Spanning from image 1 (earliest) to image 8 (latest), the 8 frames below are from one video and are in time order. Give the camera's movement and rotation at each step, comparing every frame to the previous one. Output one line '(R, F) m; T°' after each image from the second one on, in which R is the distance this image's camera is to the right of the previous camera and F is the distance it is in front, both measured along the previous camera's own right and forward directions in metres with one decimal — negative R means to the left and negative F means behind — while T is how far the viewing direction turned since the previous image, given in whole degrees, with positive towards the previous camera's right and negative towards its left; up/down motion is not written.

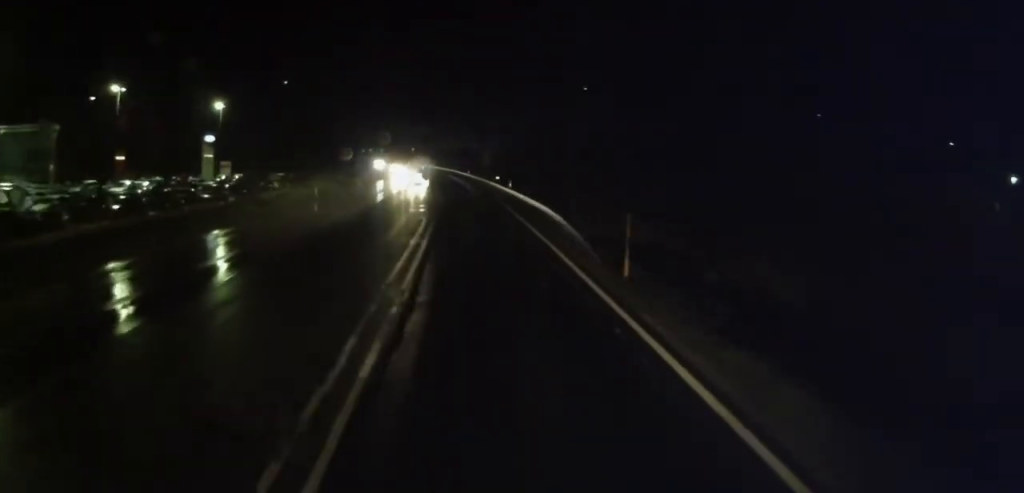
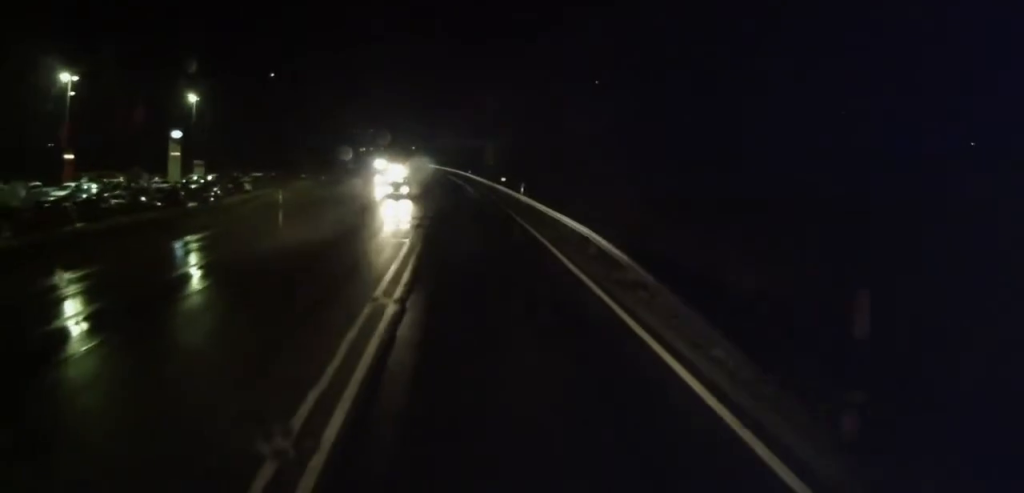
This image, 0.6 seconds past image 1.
(-0.1, +9.0) m; -1°
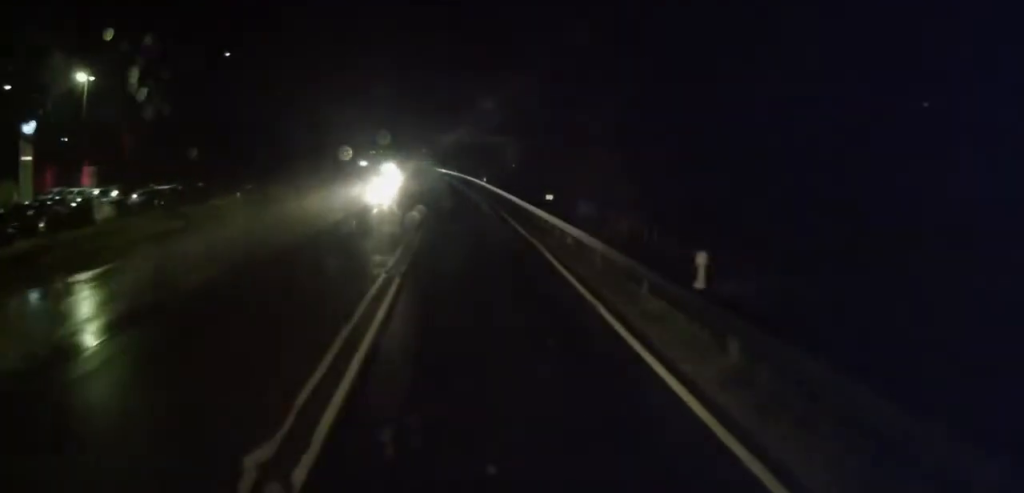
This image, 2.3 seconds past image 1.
(0.0, +25.6) m; +1°
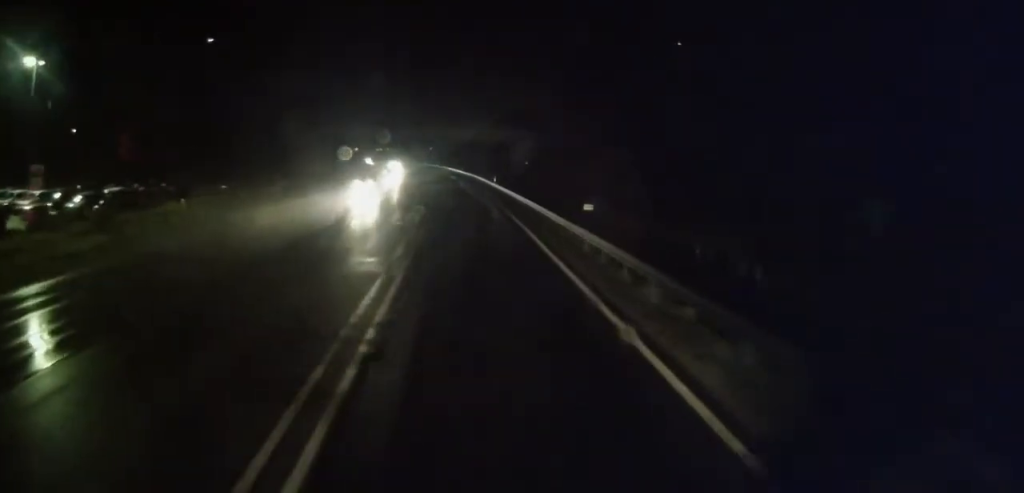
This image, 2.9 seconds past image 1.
(+0.3, +8.3) m; 0°
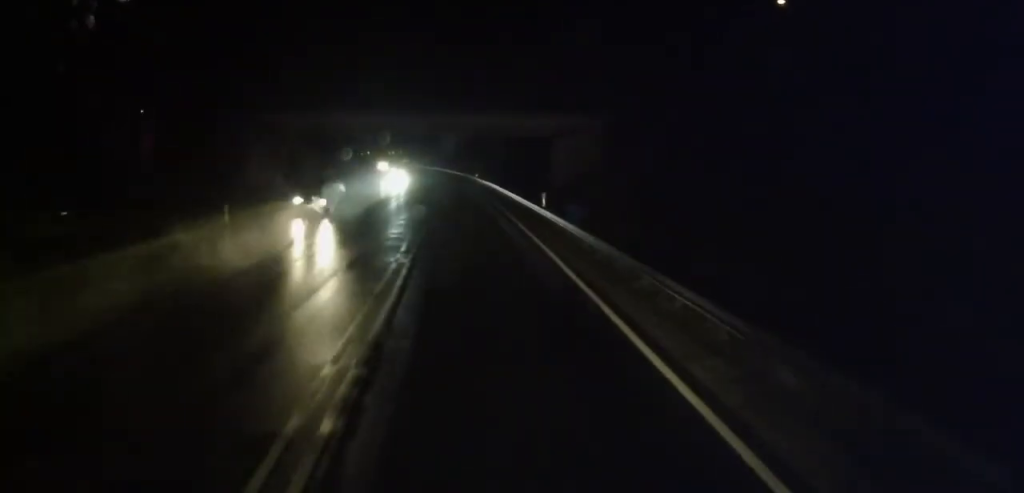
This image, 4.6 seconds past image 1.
(-0.6, +24.5) m; -4°
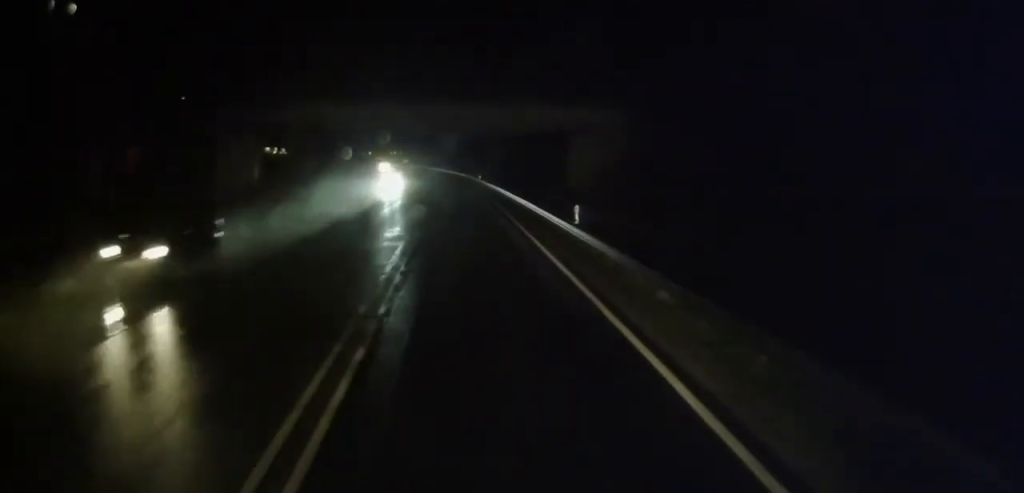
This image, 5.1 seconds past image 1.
(-0.2, +7.4) m; 0°
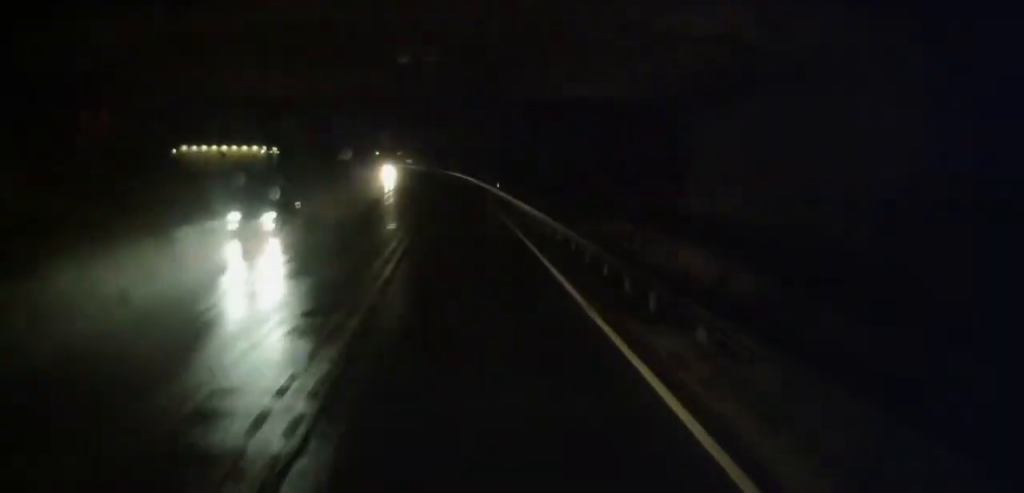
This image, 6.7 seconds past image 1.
(+0.5, +24.1) m; +2°
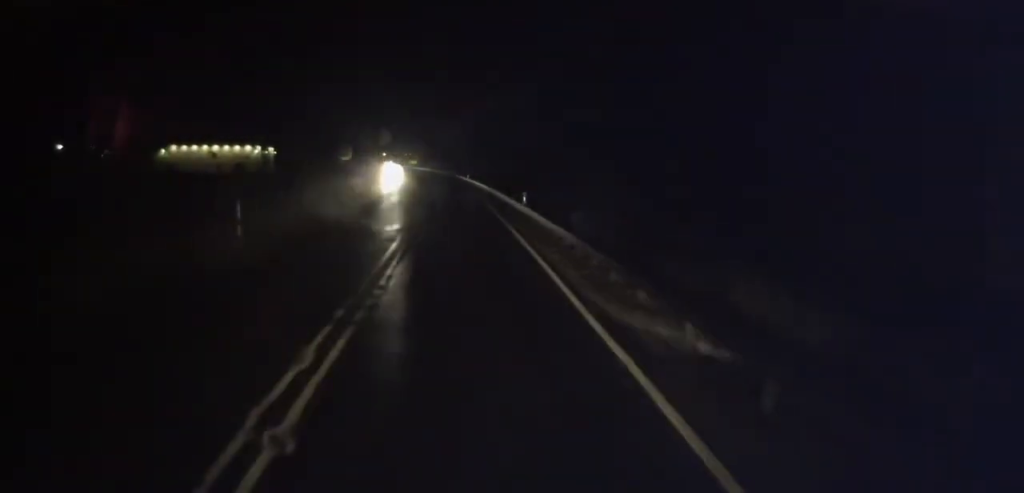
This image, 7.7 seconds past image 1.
(-0.1, +14.2) m; -1°
